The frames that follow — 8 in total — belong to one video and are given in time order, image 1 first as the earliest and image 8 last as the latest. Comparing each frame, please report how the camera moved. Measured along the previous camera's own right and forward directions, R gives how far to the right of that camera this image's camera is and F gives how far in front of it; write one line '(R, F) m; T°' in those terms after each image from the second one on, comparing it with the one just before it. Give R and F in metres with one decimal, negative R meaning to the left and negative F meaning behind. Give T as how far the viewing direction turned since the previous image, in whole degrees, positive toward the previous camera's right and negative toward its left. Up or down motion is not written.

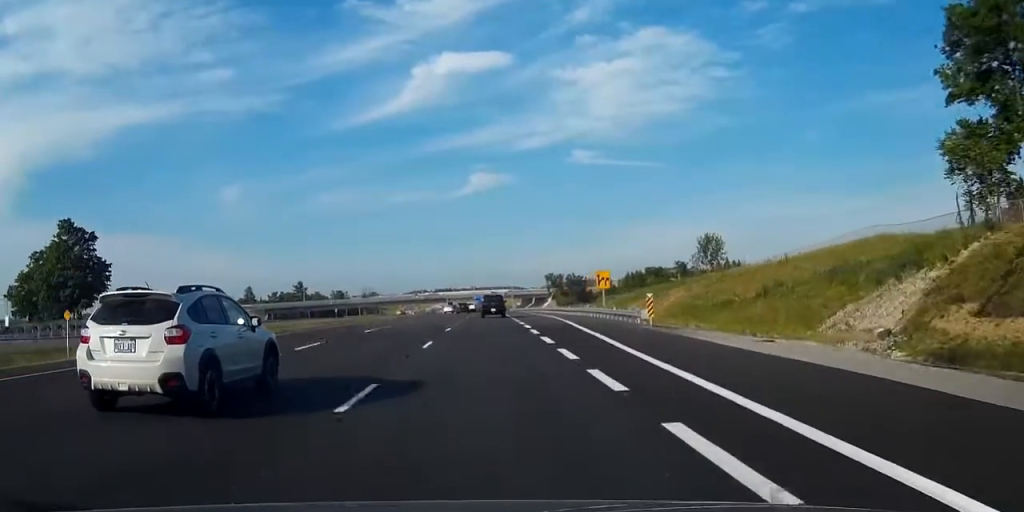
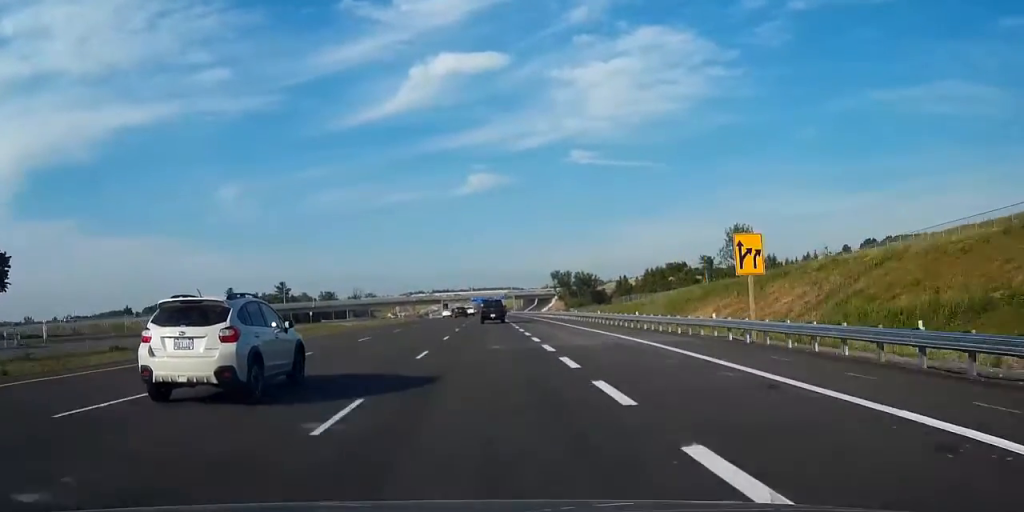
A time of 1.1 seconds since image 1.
(0.0, +37.0) m; 0°
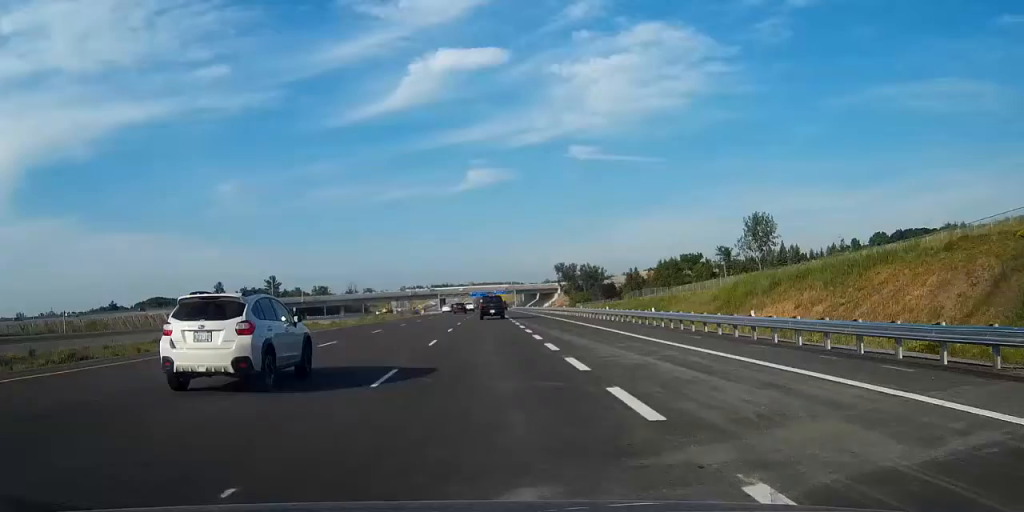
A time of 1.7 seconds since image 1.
(0.0, +19.6) m; 0°
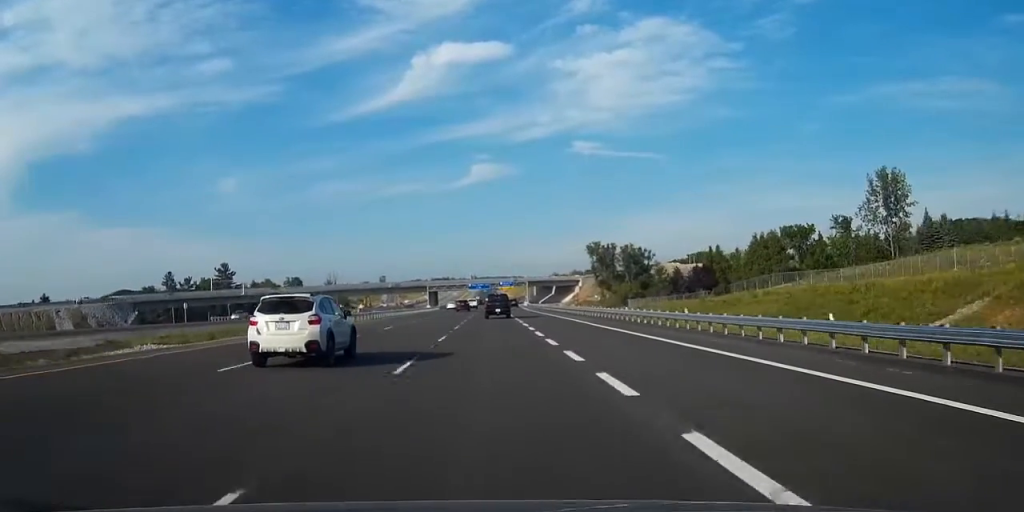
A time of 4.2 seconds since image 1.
(-0.1, +81.6) m; 0°
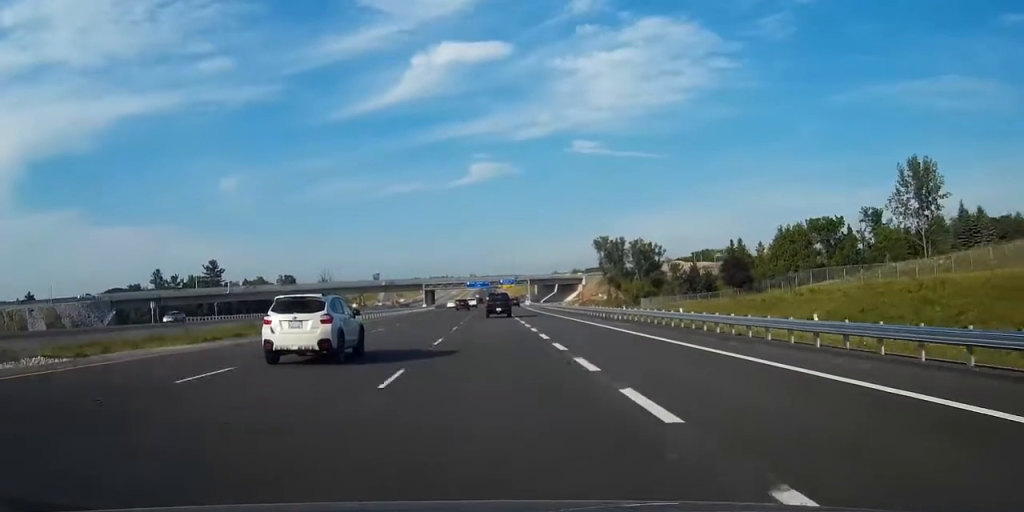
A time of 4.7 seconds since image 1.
(0.0, +14.2) m; 0°
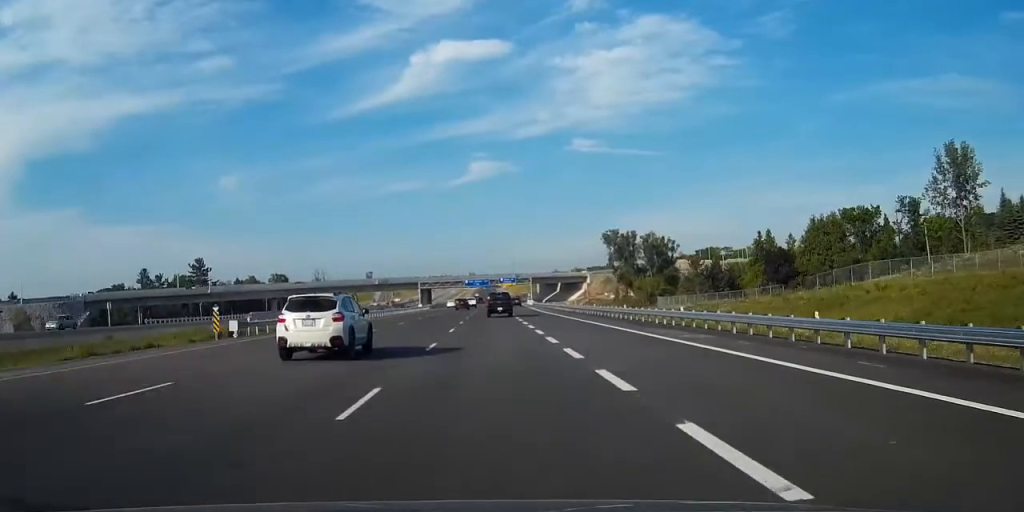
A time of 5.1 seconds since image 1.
(0.0, +15.3) m; 0°
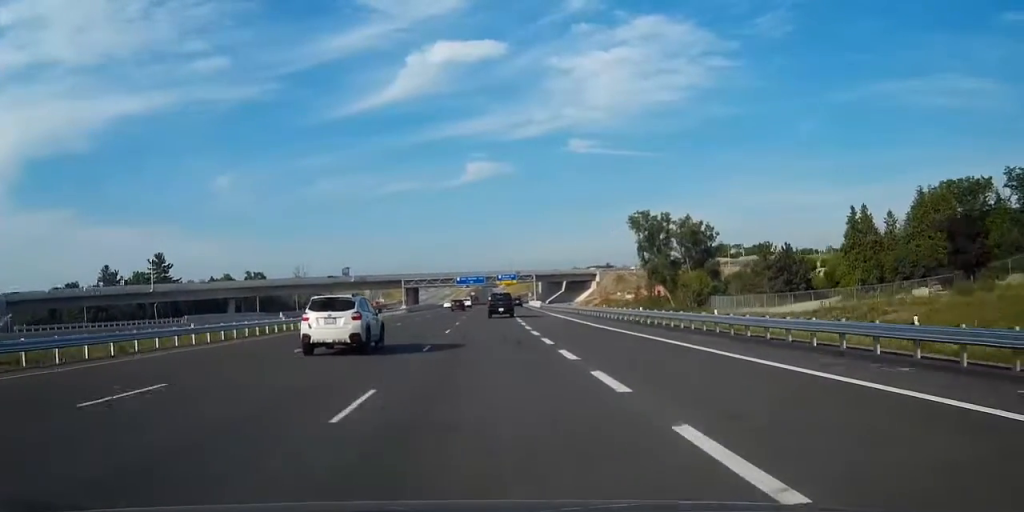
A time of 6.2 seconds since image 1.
(+0.1, +36.0) m; 0°
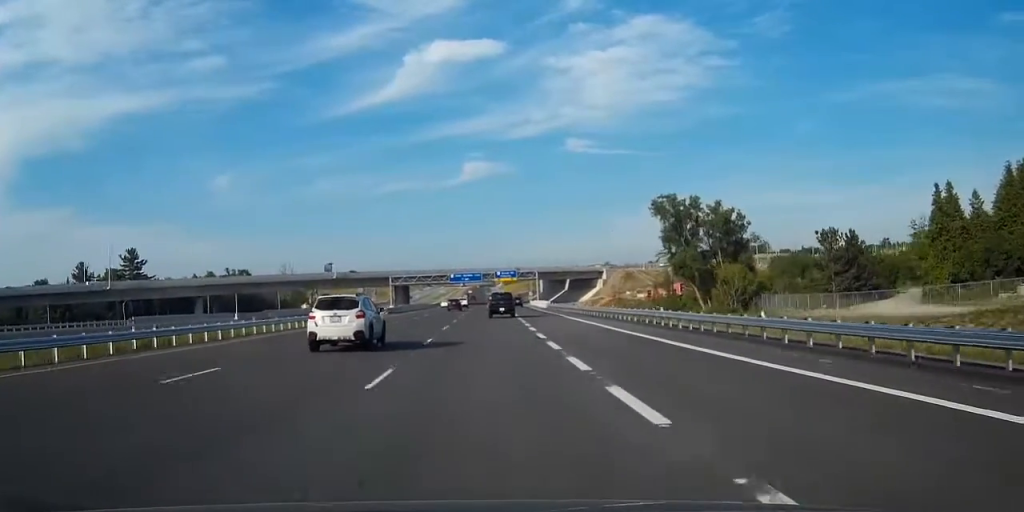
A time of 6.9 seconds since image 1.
(0.0, +20.8) m; 0°
